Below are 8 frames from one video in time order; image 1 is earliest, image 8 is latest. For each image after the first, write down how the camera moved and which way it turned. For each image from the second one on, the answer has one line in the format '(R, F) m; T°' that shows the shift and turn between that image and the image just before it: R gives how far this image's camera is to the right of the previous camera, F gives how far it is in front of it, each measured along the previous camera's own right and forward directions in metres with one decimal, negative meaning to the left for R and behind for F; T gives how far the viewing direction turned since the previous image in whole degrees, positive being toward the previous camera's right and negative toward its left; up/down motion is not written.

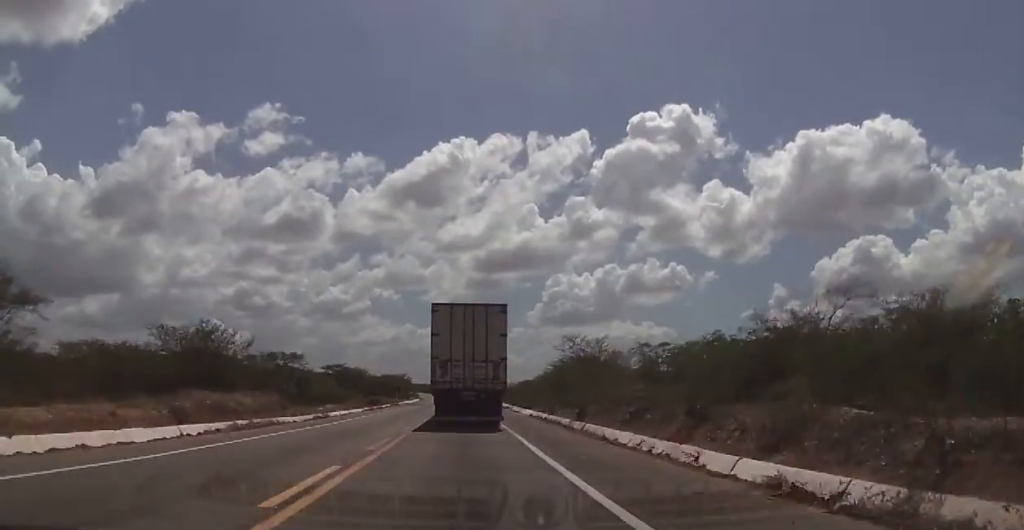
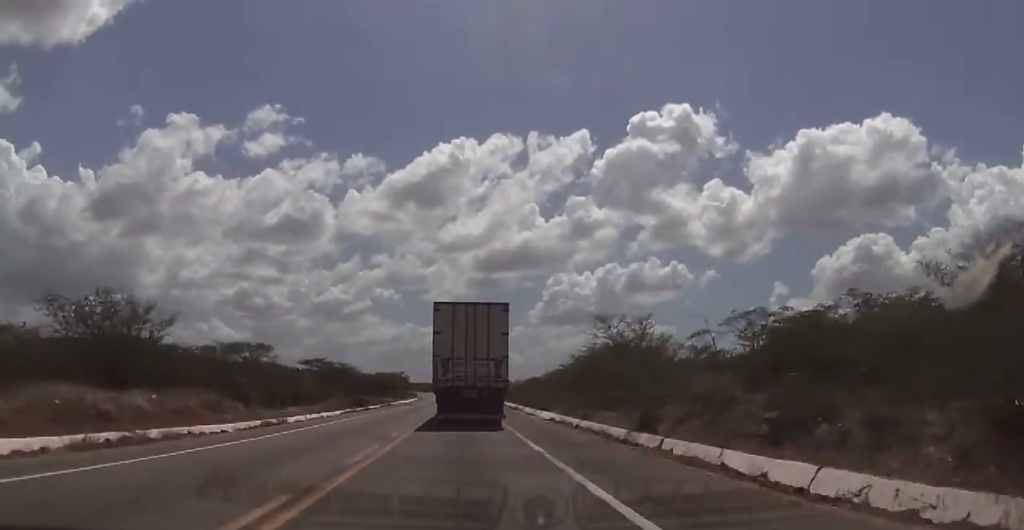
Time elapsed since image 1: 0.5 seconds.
(+0.2, +11.3) m; 0°
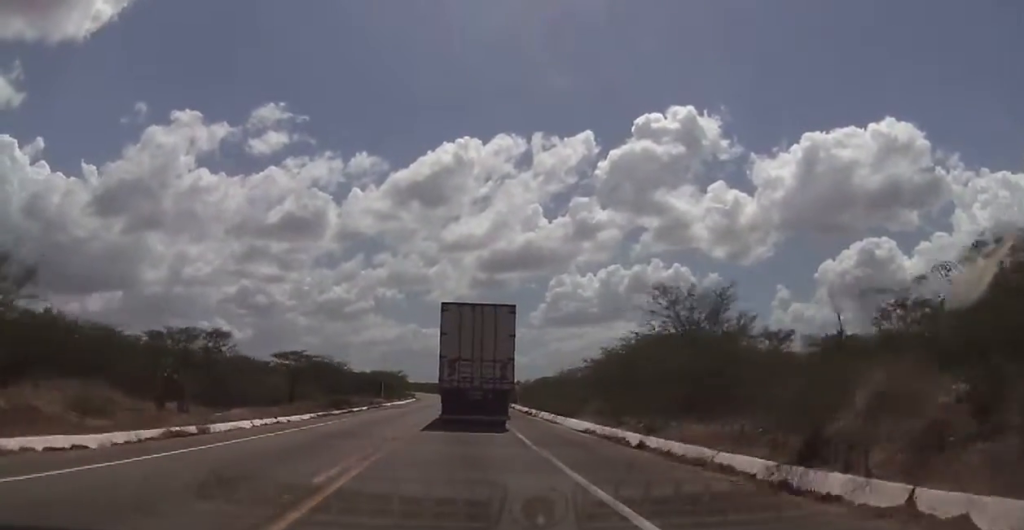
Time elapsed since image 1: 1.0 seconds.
(+0.1, +10.5) m; 0°
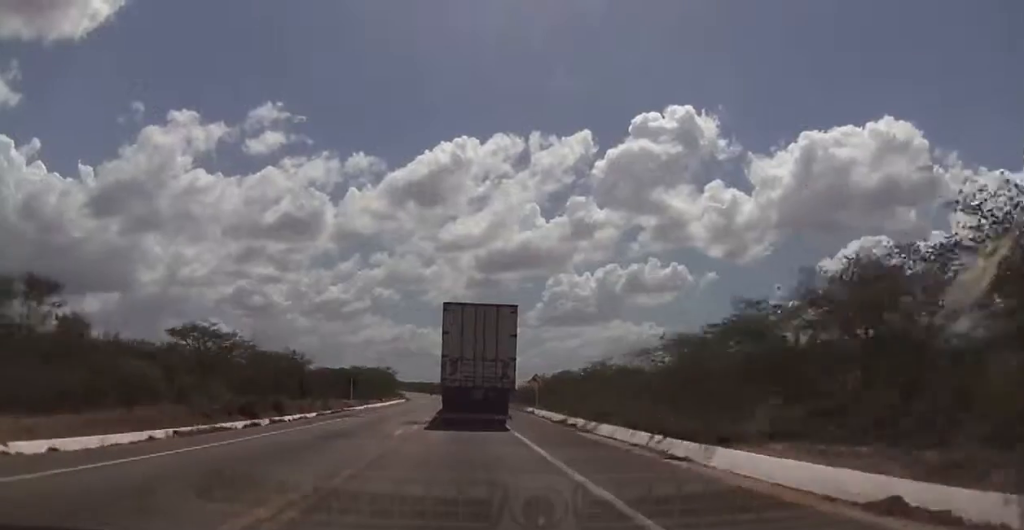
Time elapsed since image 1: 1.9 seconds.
(-0.4, +20.8) m; -1°
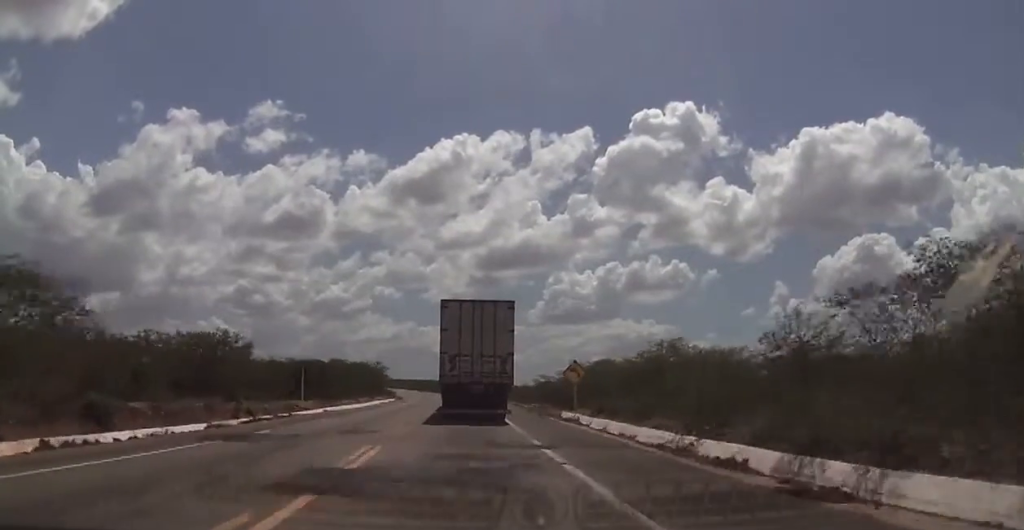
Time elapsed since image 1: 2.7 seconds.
(0.0, +18.5) m; 0°
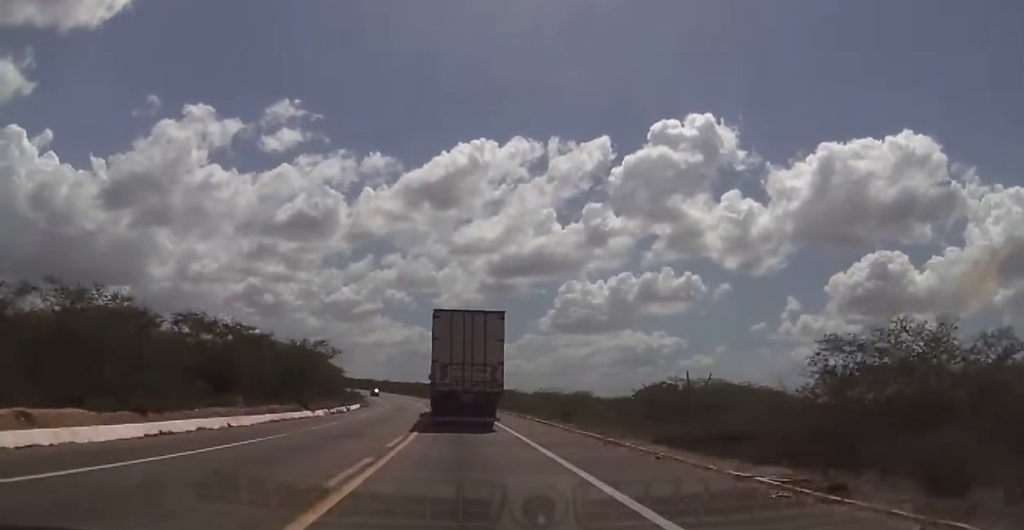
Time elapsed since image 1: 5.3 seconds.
(+0.5, +56.3) m; +1°
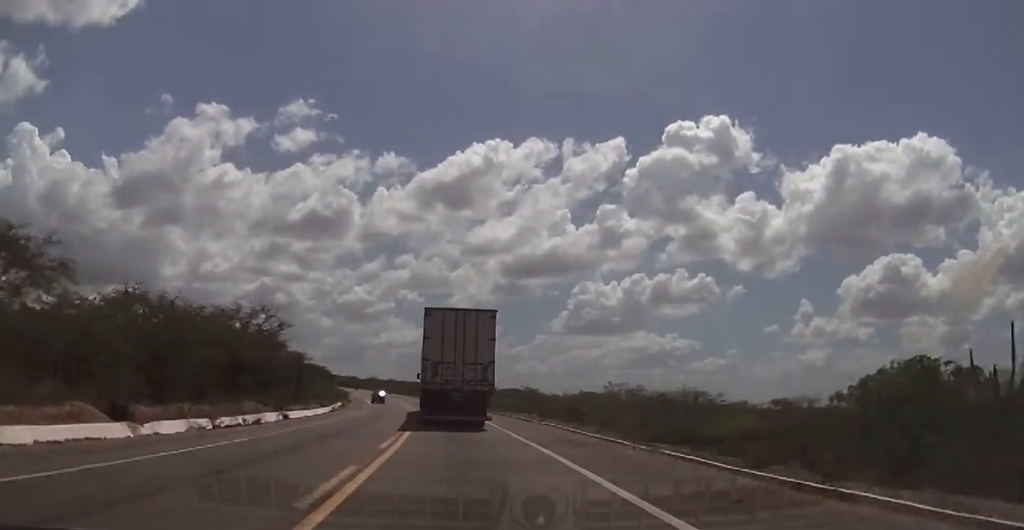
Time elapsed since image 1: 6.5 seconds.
(0.0, +25.6) m; -1°
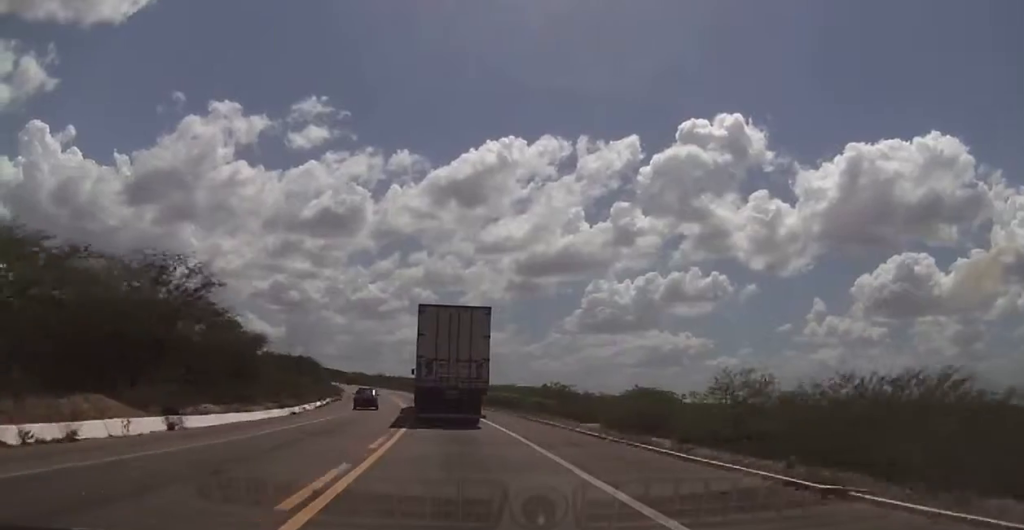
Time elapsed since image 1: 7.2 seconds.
(-0.1, +16.1) m; -1°
